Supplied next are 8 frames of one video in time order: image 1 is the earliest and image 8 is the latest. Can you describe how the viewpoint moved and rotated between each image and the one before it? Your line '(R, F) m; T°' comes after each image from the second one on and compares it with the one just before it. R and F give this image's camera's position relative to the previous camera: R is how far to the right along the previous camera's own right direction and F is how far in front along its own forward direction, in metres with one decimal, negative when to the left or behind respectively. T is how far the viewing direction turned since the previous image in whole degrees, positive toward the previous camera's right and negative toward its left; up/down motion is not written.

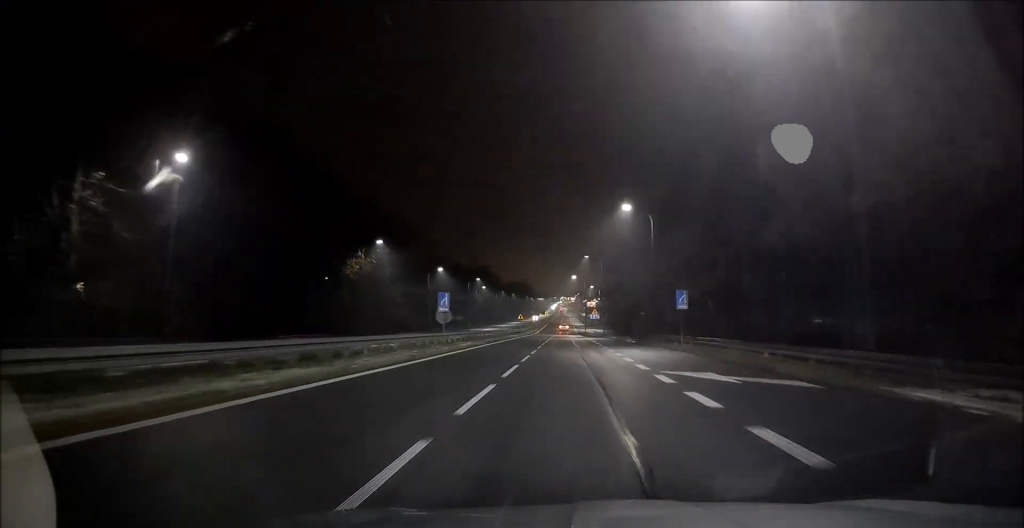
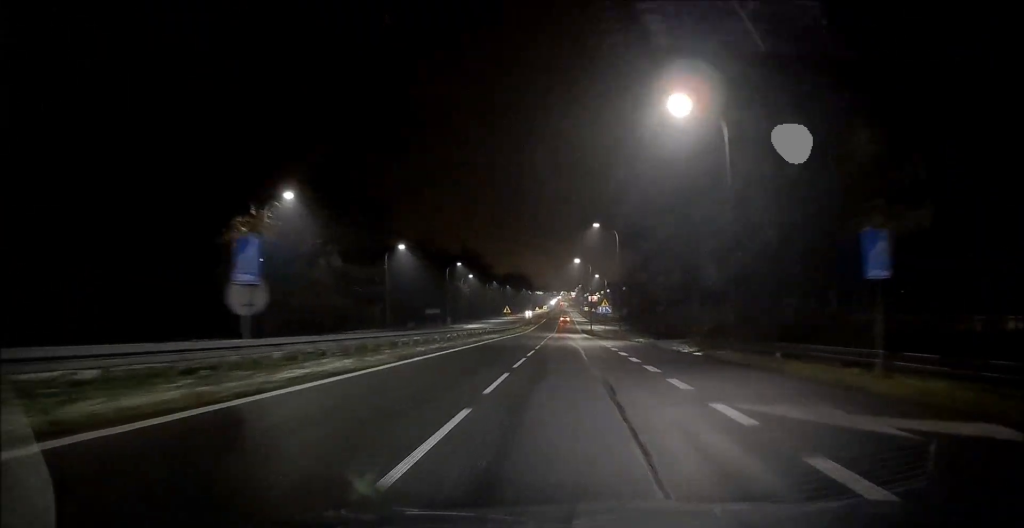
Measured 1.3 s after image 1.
(0.0, +21.7) m; 0°
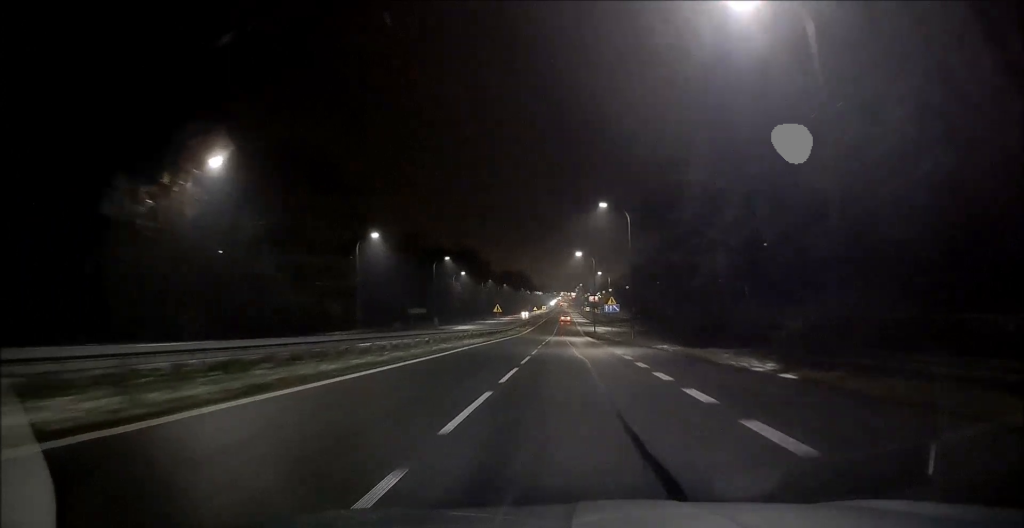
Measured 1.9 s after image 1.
(0.0, +9.7) m; 0°
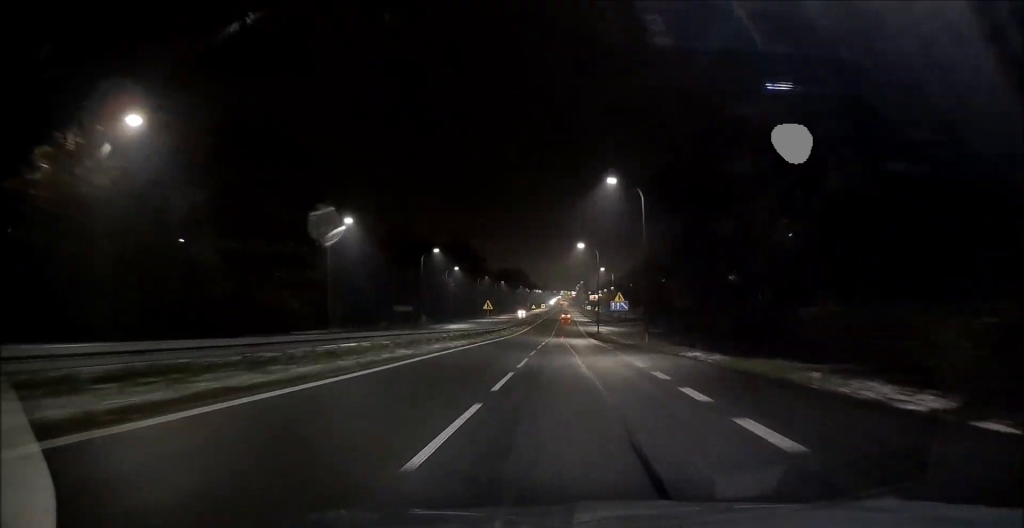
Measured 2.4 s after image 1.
(0.0, +7.5) m; 0°
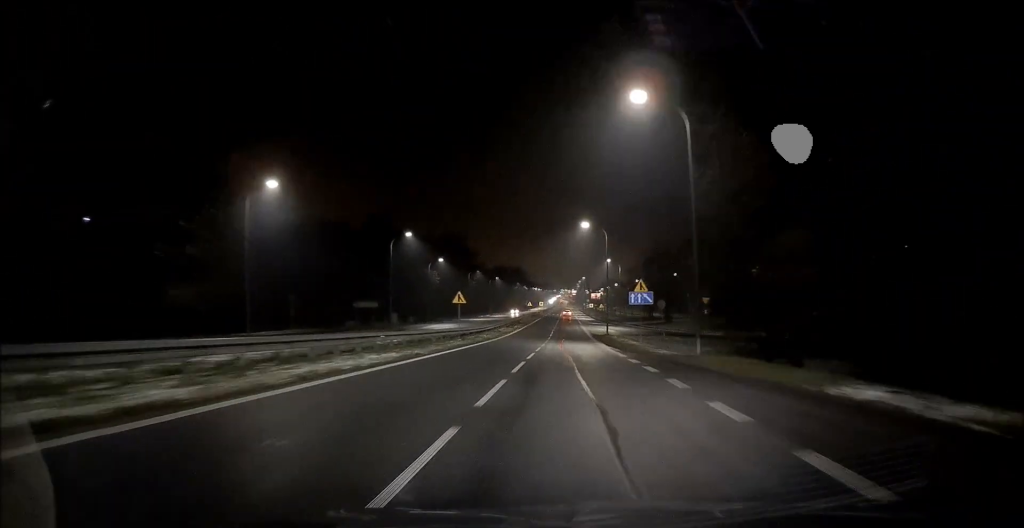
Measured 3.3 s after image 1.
(0.0, +14.0) m; 0°
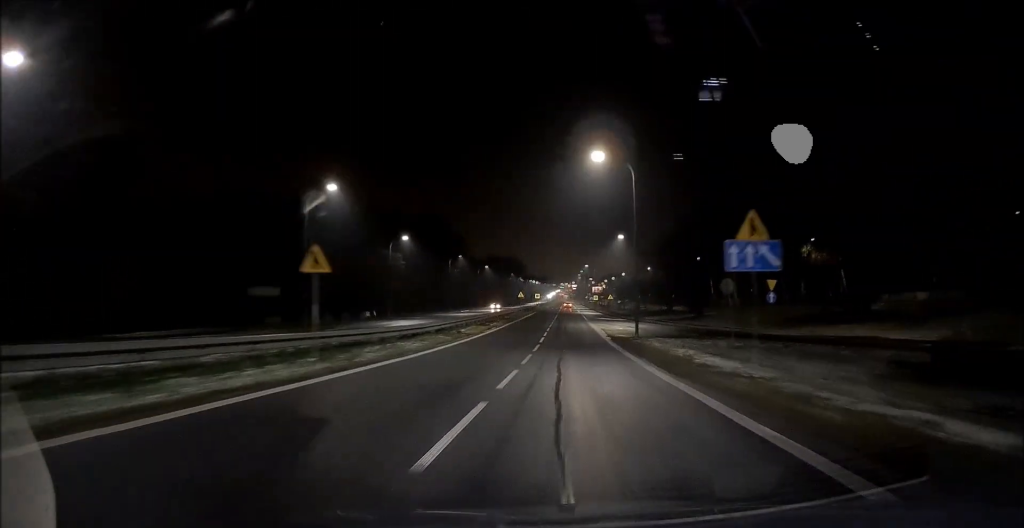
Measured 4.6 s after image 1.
(0.0, +21.6) m; 0°
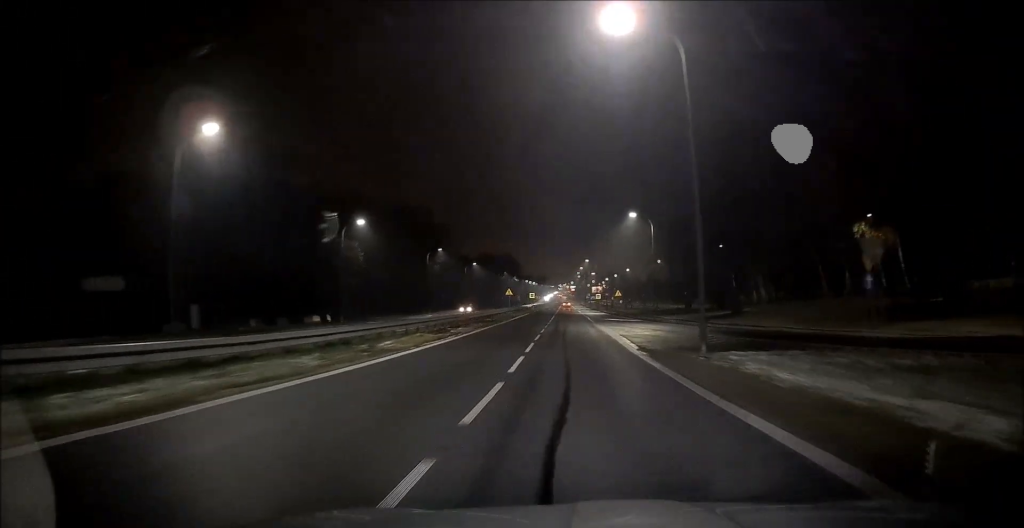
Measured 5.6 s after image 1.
(0.0, +15.8) m; +1°
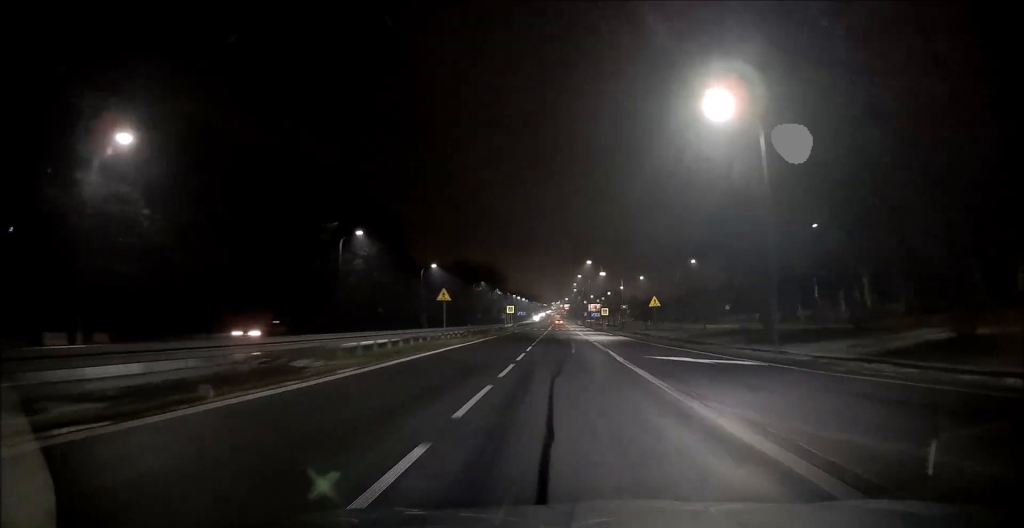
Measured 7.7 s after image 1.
(+0.4, +35.1) m; 0°
